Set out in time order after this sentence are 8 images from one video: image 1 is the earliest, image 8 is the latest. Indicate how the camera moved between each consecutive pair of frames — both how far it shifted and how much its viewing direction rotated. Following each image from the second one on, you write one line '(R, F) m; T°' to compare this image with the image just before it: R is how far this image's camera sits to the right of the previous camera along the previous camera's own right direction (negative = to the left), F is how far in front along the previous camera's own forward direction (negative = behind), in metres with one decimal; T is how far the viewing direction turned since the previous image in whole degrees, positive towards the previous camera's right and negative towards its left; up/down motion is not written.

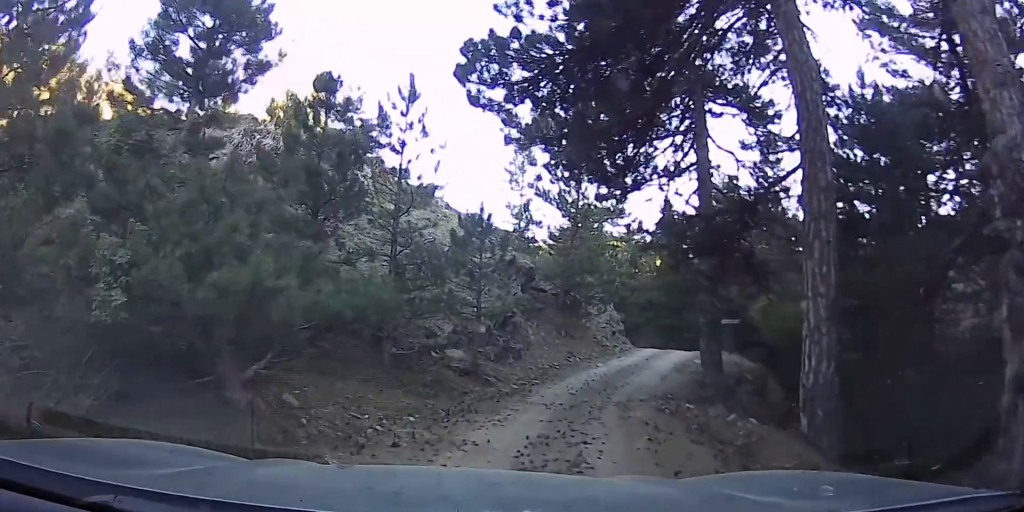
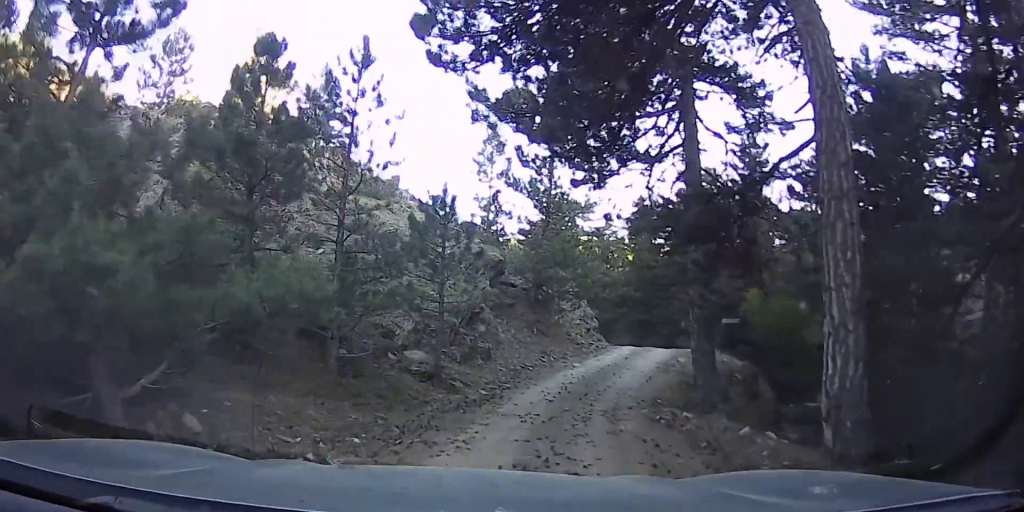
(0.0, +1.5) m; +3°
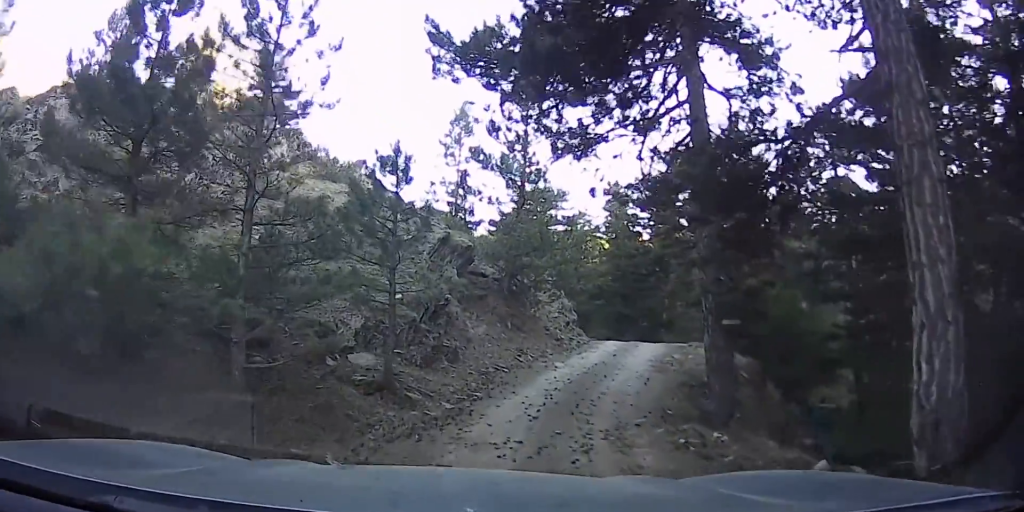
(+0.2, +2.7) m; +4°
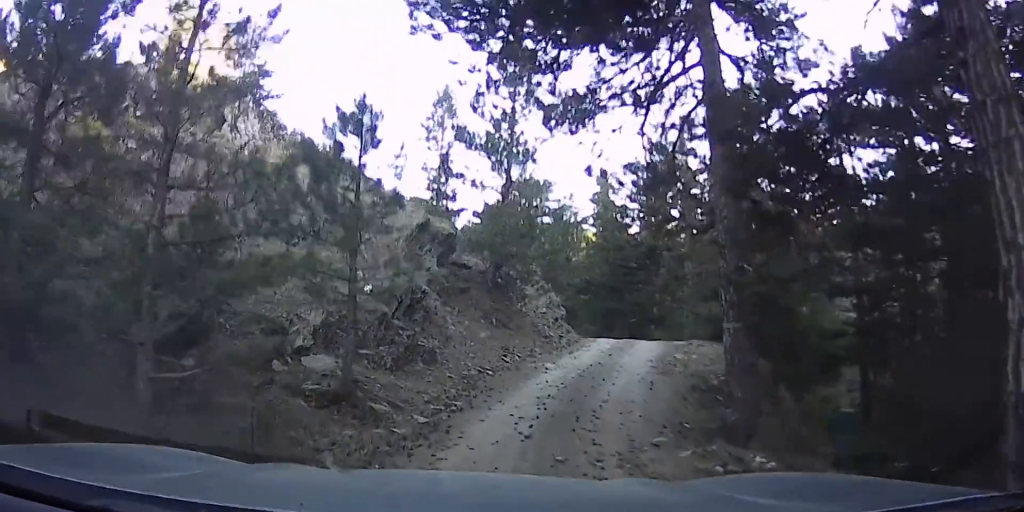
(0.0, +1.8) m; +2°
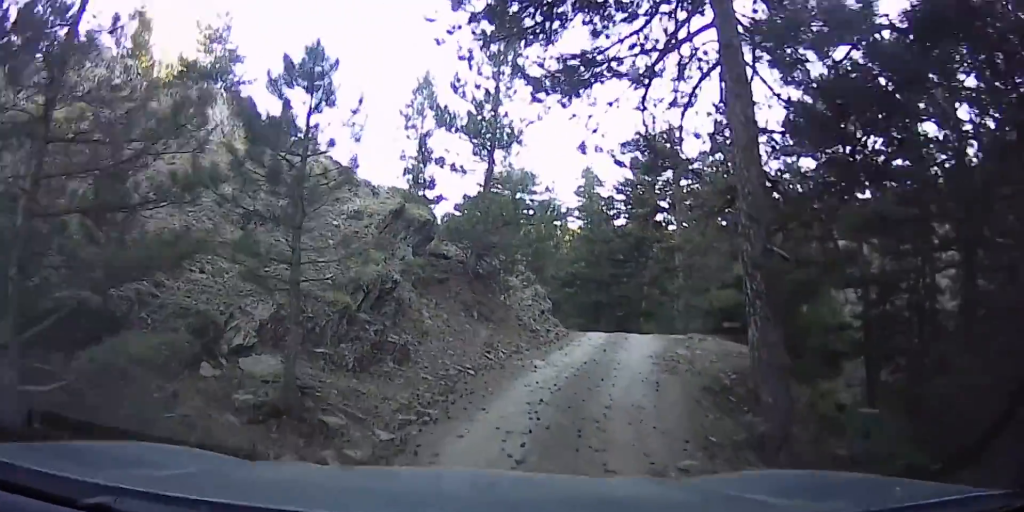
(0.0, +1.8) m; +1°
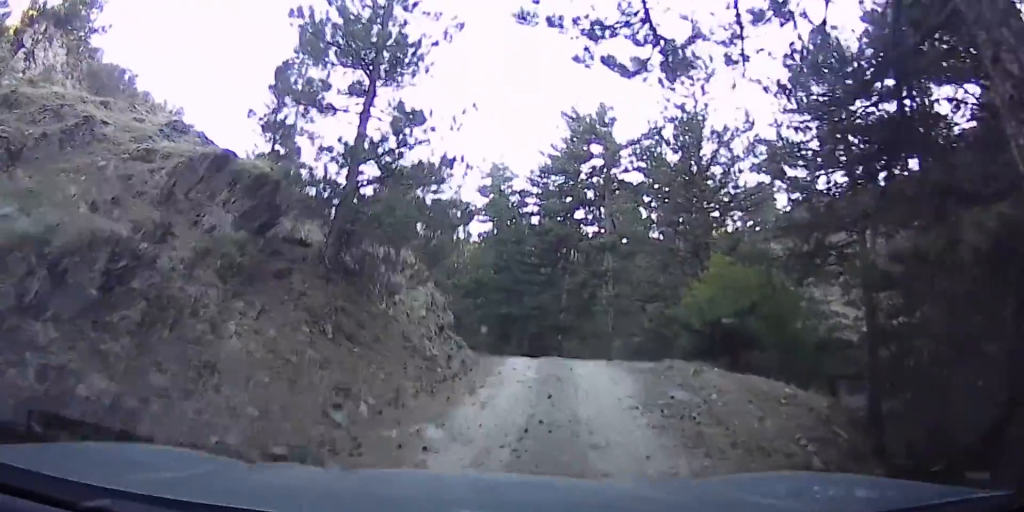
(+0.3, +6.7) m; +4°
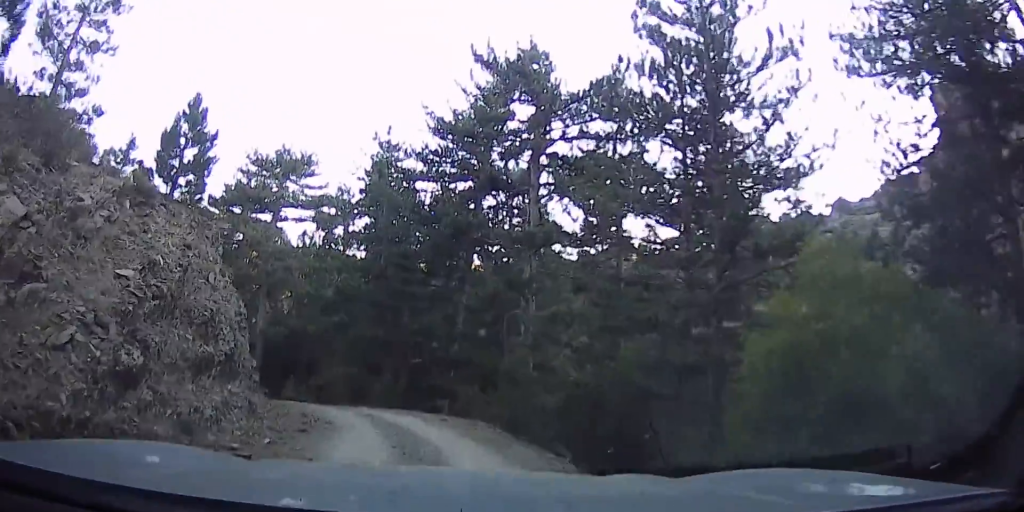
(-0.3, +10.0) m; -5°
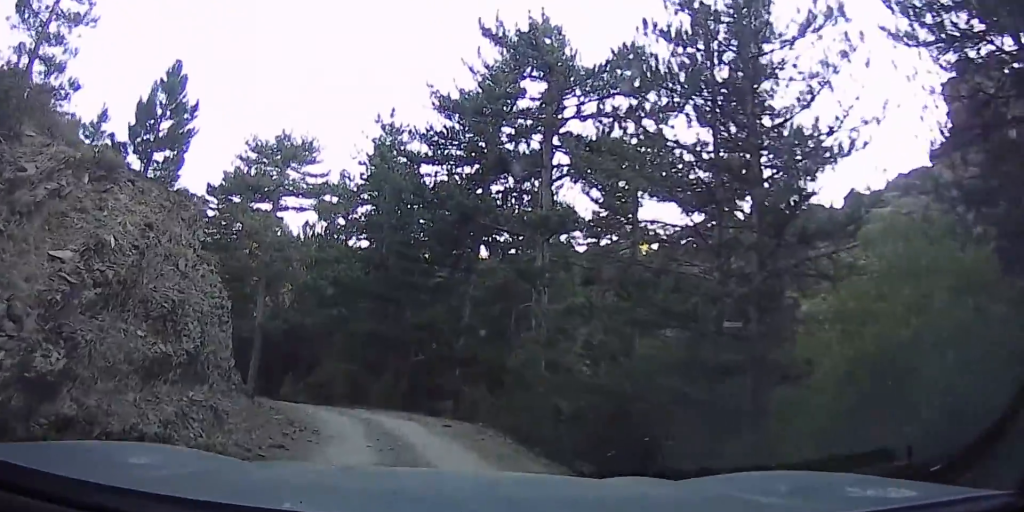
(0.0, +1.5) m; 0°
